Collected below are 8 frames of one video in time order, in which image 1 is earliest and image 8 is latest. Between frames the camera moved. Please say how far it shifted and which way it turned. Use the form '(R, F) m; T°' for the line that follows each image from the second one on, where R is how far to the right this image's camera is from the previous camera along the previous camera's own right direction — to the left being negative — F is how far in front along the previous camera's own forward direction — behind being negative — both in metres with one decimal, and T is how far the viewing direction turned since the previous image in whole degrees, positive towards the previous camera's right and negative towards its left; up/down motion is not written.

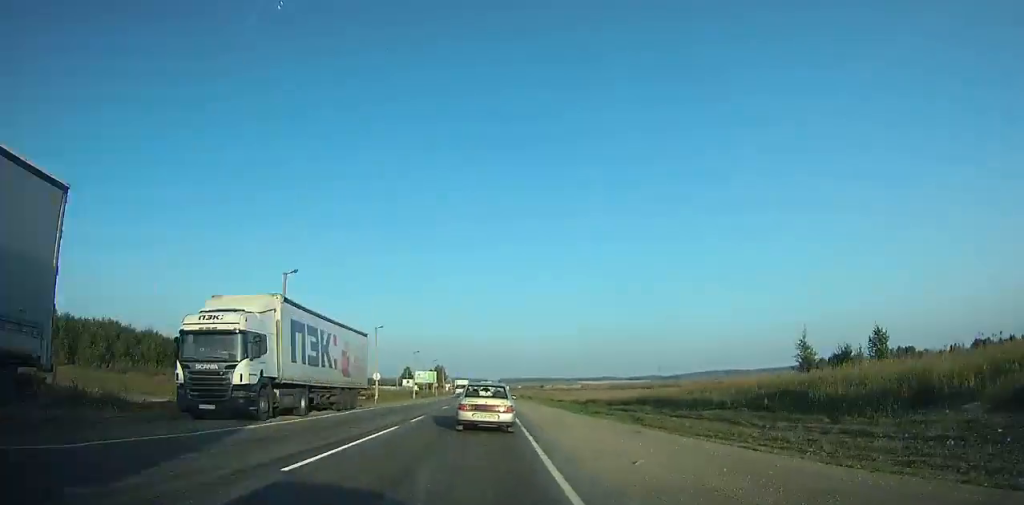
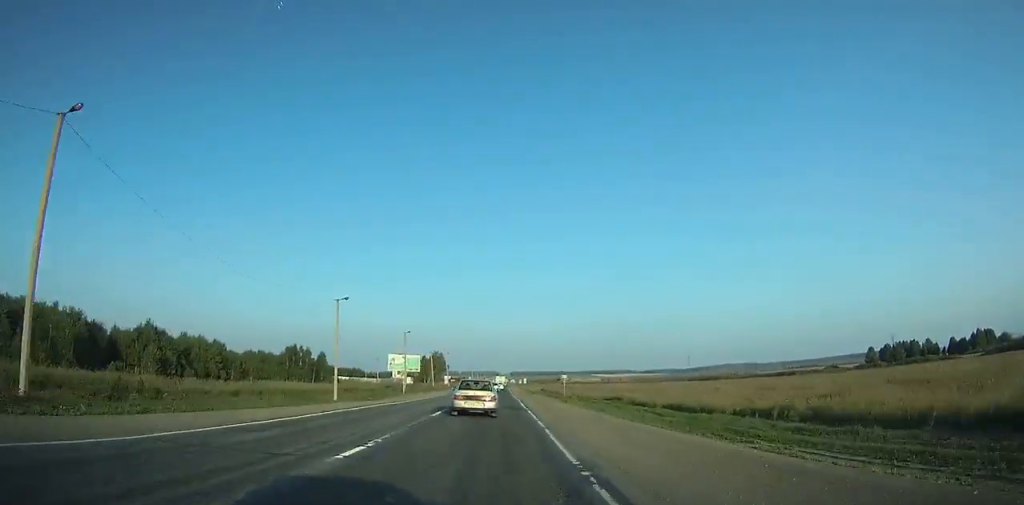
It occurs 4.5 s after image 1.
(-1.0, +60.9) m; -2°
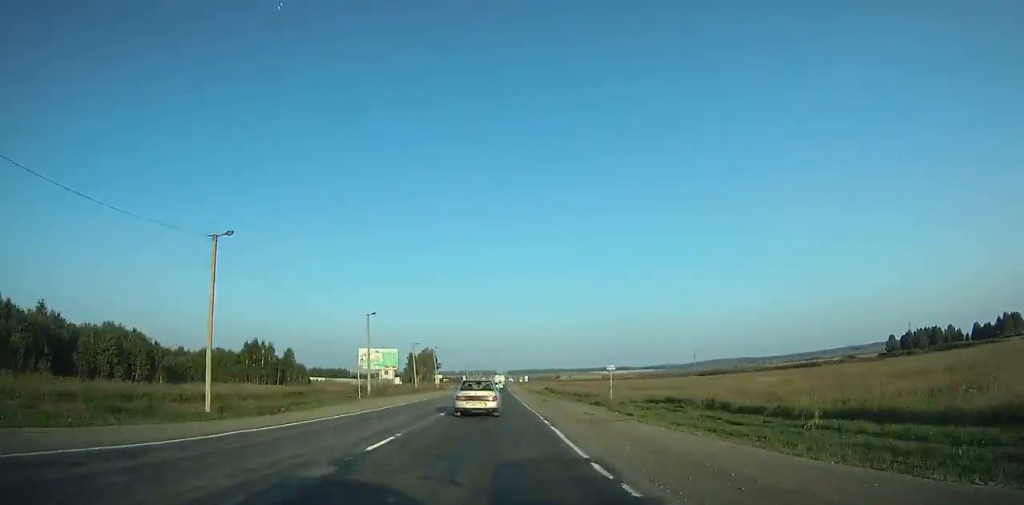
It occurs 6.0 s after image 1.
(-0.2, +21.8) m; 0°
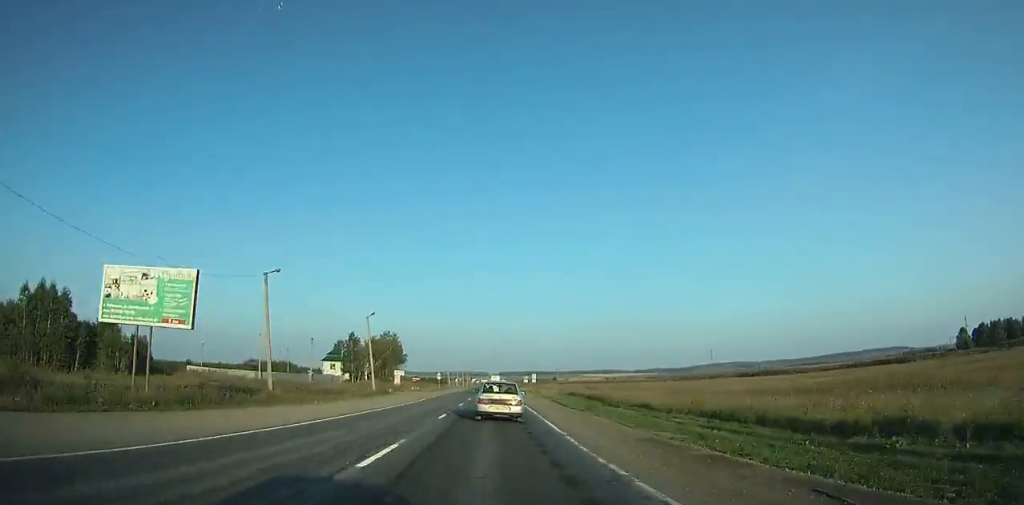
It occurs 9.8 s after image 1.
(+0.3, +58.4) m; +1°
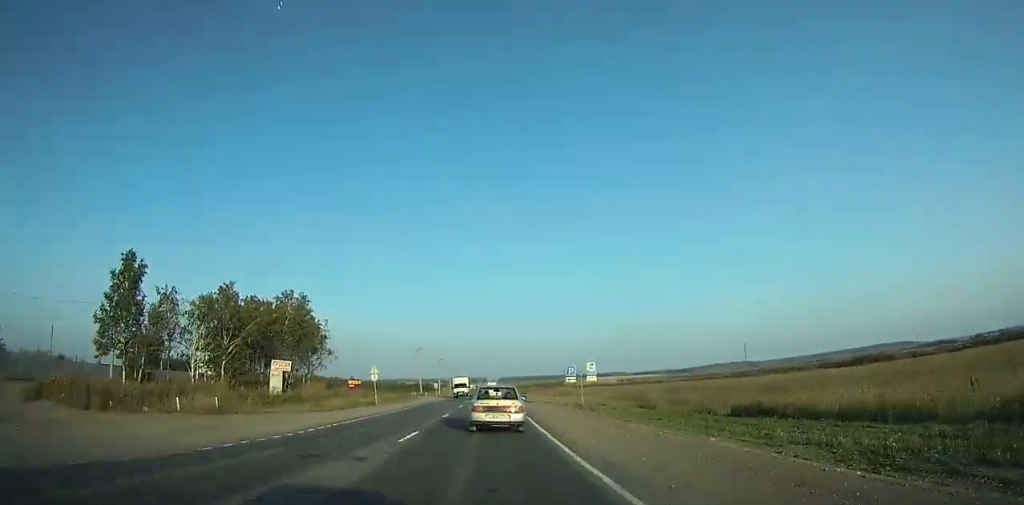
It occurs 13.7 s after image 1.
(+0.6, +64.5) m; +1°
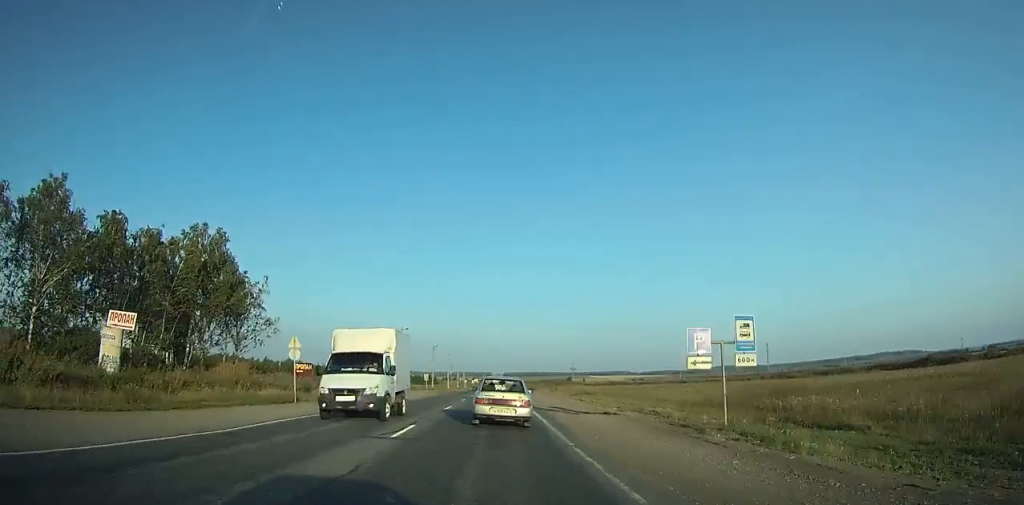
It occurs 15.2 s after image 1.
(+0.1, +25.5) m; 0°
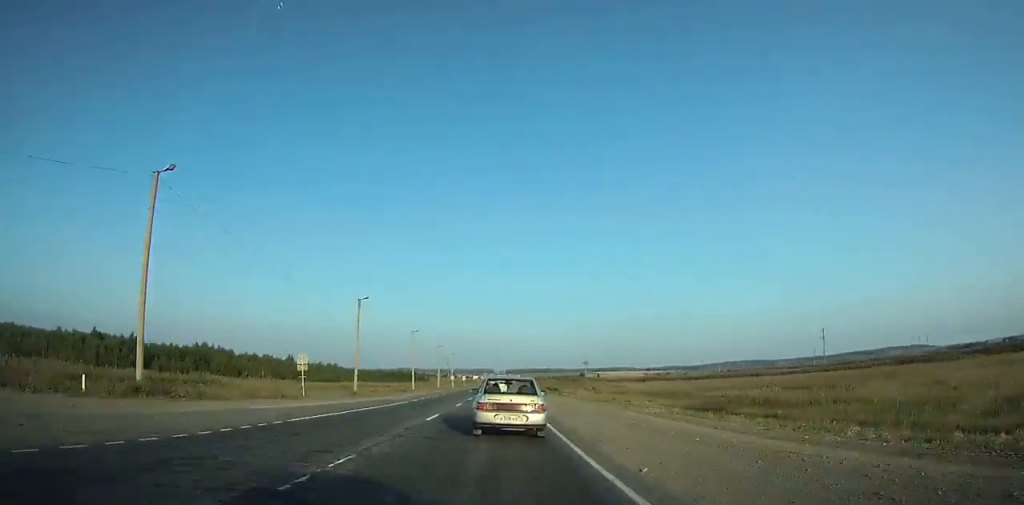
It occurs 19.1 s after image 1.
(-0.1, +66.7) m; 0°
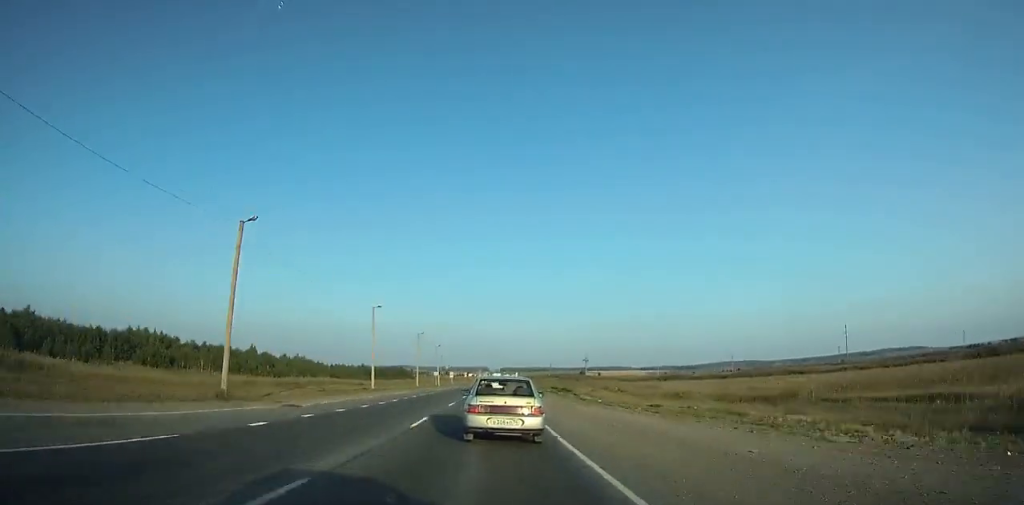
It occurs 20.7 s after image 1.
(+0.1, +27.4) m; 0°
